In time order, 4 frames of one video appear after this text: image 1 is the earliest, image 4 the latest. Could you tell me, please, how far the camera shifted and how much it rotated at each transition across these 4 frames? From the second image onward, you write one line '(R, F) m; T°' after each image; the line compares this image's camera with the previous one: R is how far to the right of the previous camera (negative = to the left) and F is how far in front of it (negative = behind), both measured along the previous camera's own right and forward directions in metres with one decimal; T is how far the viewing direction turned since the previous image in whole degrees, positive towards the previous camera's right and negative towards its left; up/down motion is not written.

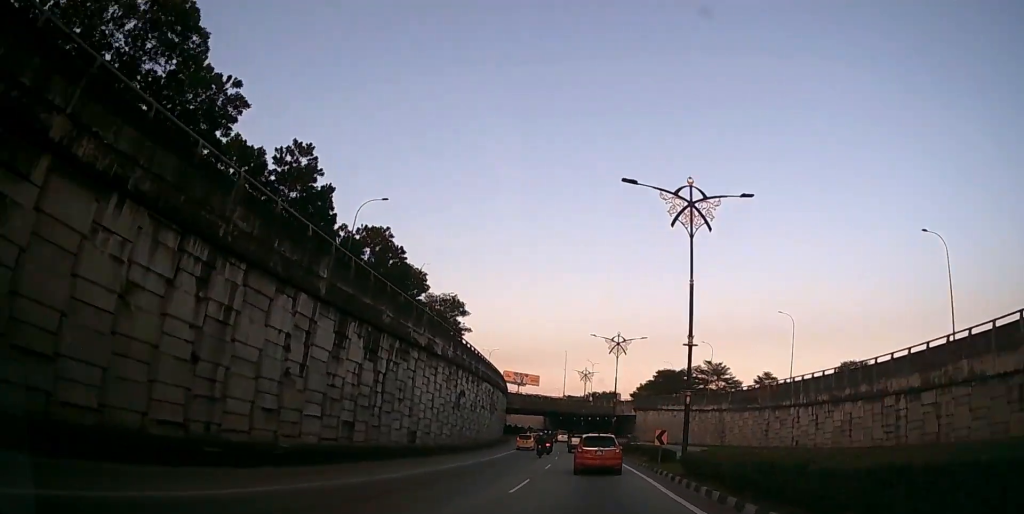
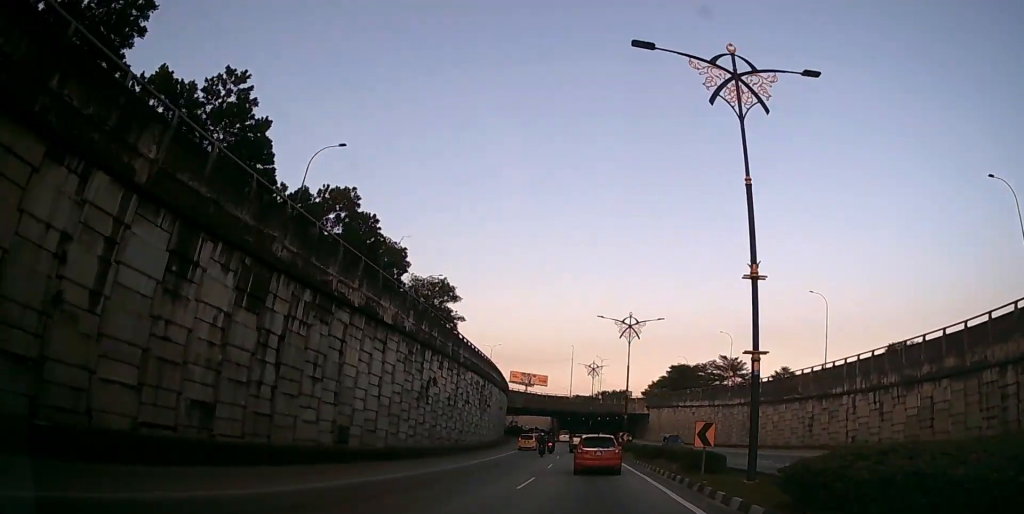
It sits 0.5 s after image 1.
(-0.1, +10.2) m; -1°
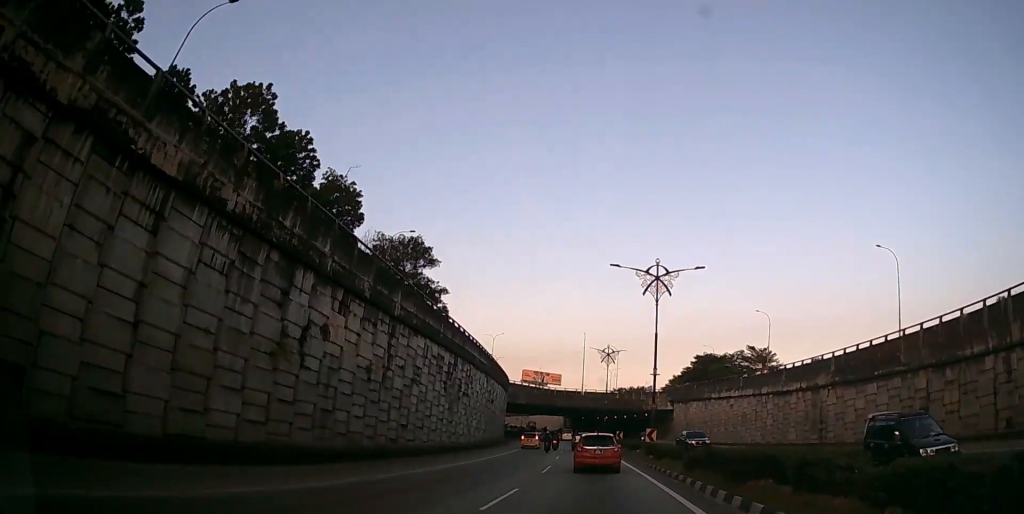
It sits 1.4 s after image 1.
(-0.2, +15.4) m; -2°
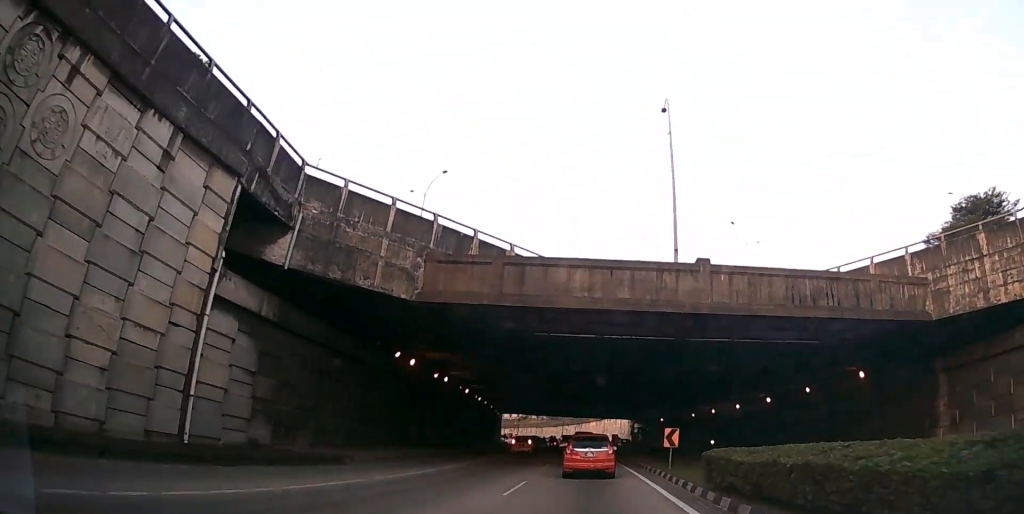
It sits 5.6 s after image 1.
(-4.7, +77.7) m; -7°
